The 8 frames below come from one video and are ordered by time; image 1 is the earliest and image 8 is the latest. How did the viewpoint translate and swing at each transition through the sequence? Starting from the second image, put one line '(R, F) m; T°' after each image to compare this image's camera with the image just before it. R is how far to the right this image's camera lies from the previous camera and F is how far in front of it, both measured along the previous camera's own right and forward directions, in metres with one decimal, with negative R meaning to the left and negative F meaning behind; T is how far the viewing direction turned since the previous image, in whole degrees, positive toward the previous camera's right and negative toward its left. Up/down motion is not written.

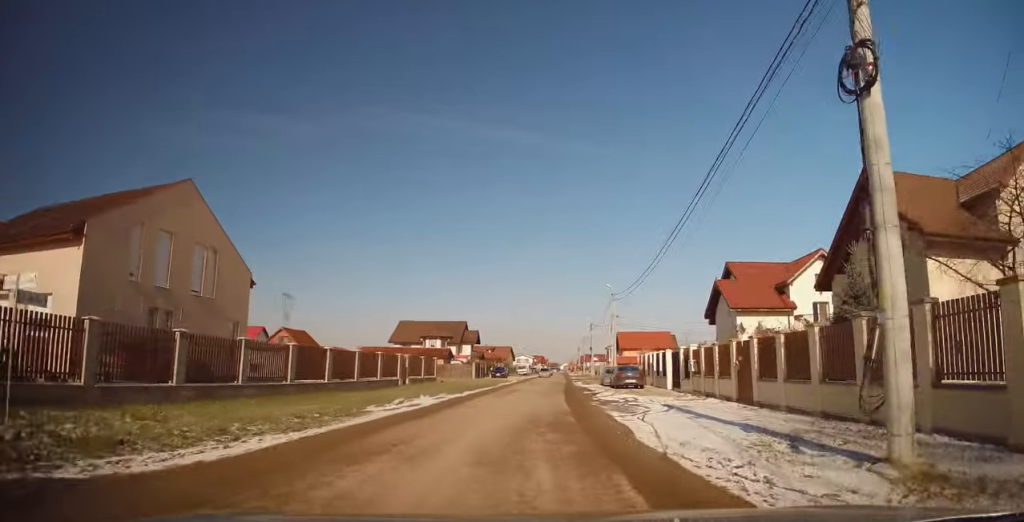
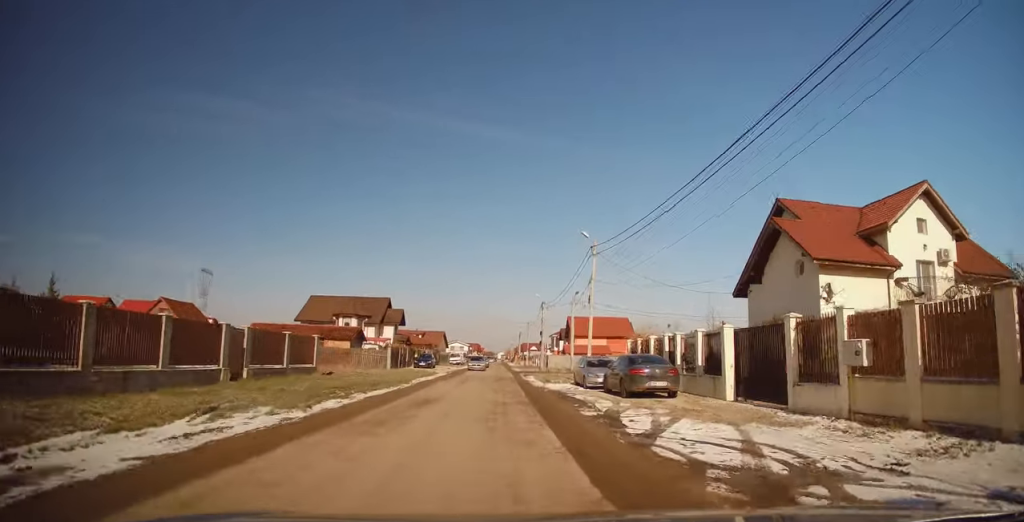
(+0.8, +13.9) m; +5°
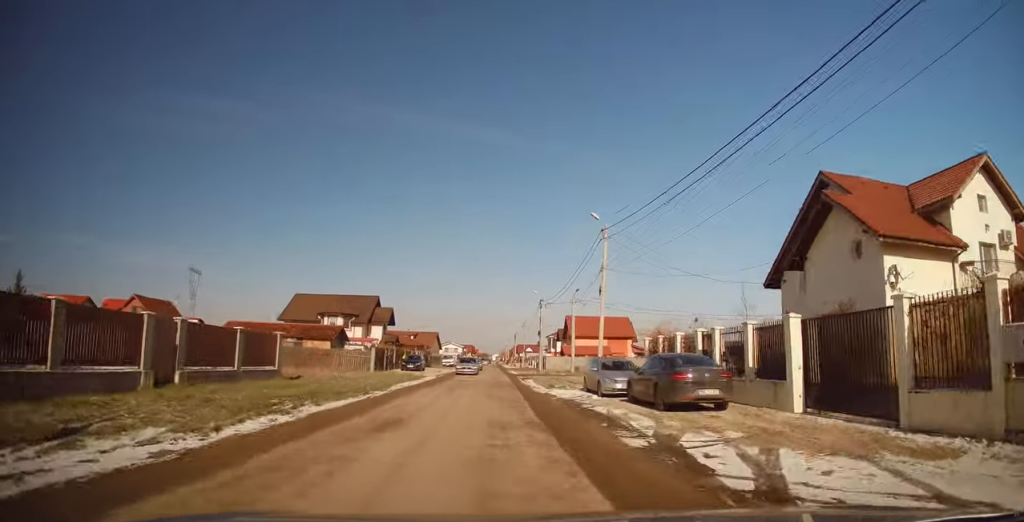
(0.0, +4.3) m; +1°
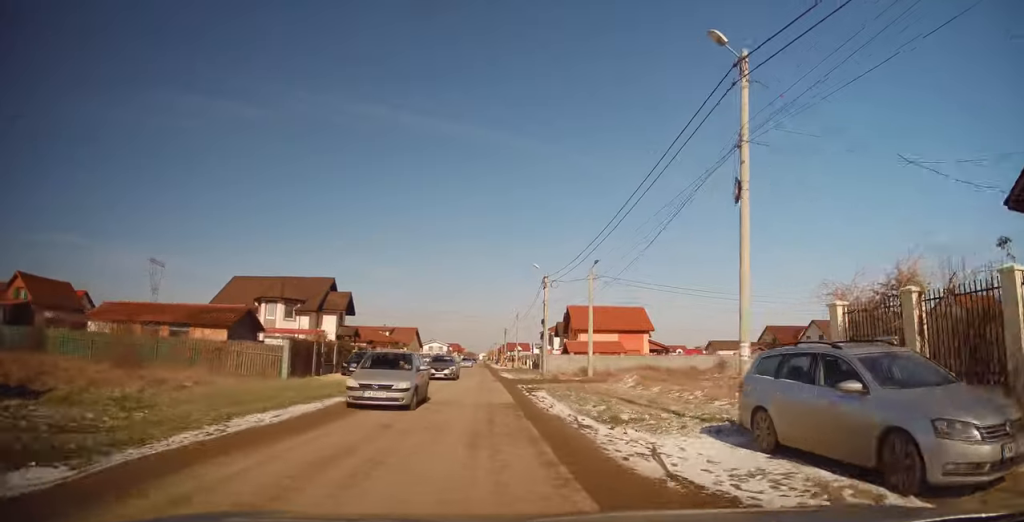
(+0.7, +14.9) m; +3°
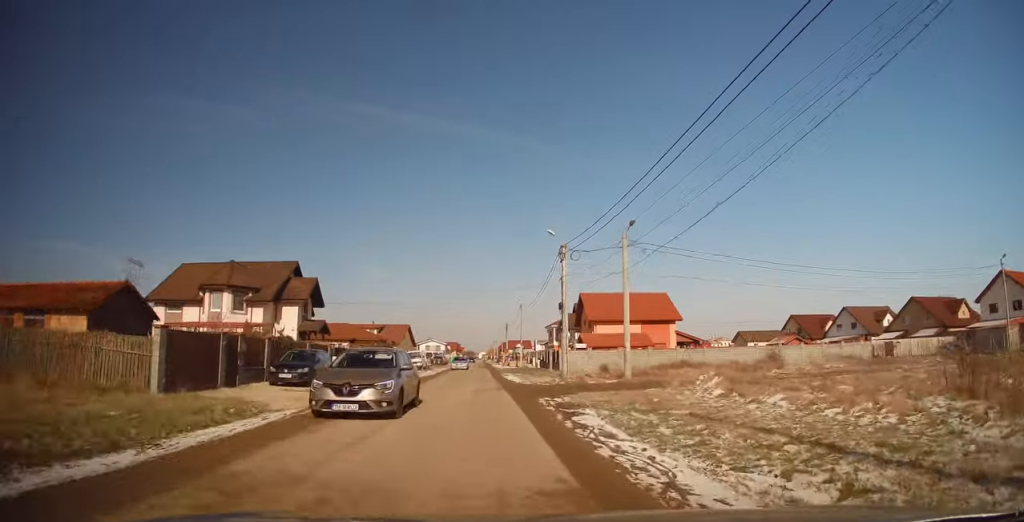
(-0.2, +10.8) m; -2°
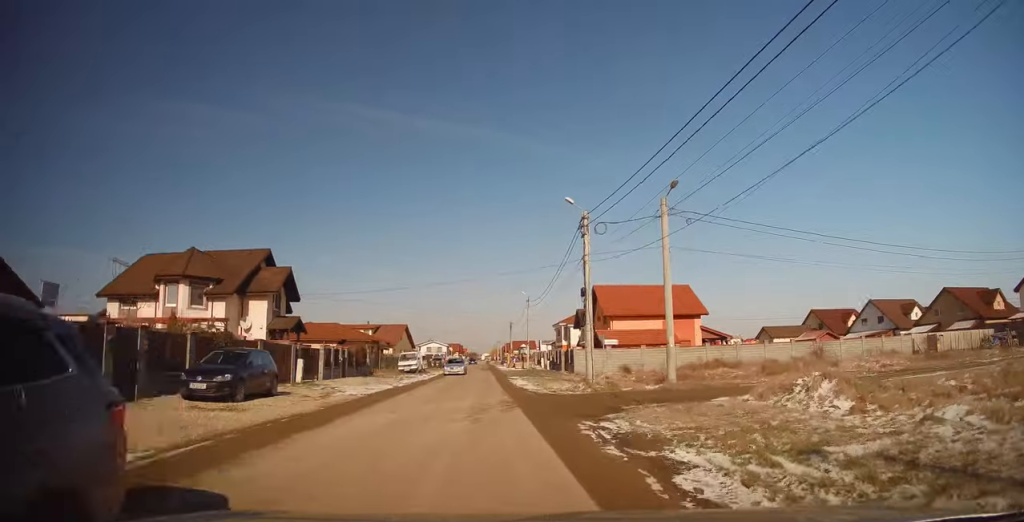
(-0.1, +6.9) m; 0°
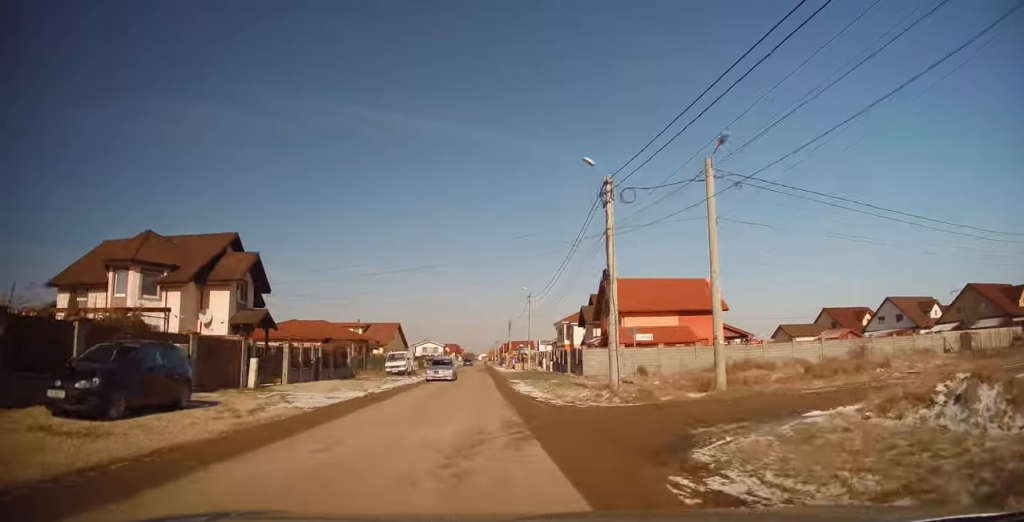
(0.0, +5.4) m; +1°
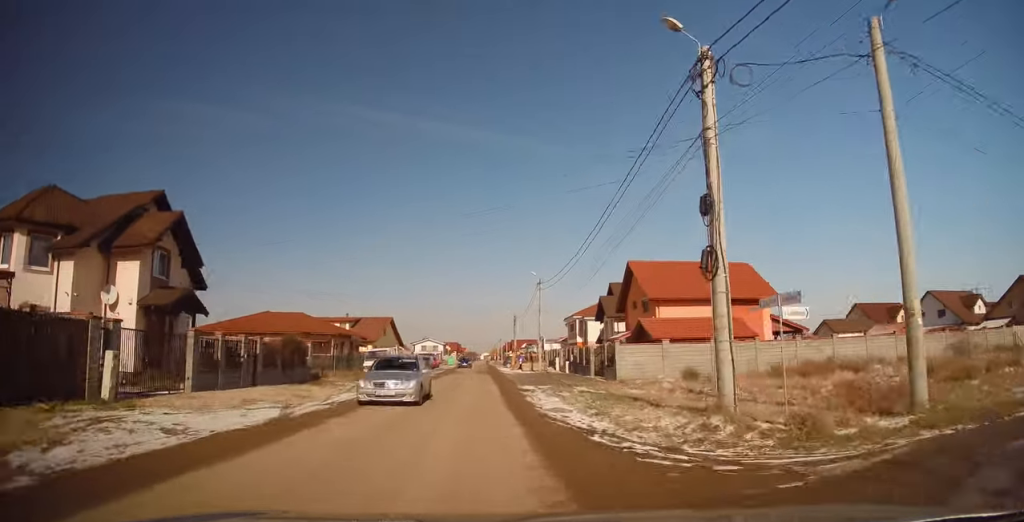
(+0.2, +9.3) m; +1°
